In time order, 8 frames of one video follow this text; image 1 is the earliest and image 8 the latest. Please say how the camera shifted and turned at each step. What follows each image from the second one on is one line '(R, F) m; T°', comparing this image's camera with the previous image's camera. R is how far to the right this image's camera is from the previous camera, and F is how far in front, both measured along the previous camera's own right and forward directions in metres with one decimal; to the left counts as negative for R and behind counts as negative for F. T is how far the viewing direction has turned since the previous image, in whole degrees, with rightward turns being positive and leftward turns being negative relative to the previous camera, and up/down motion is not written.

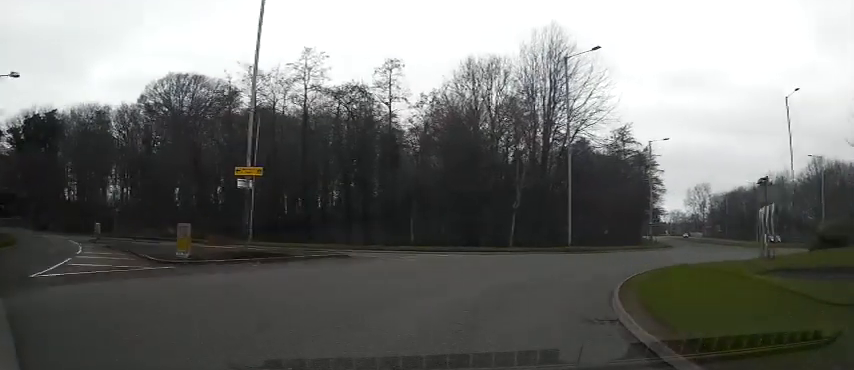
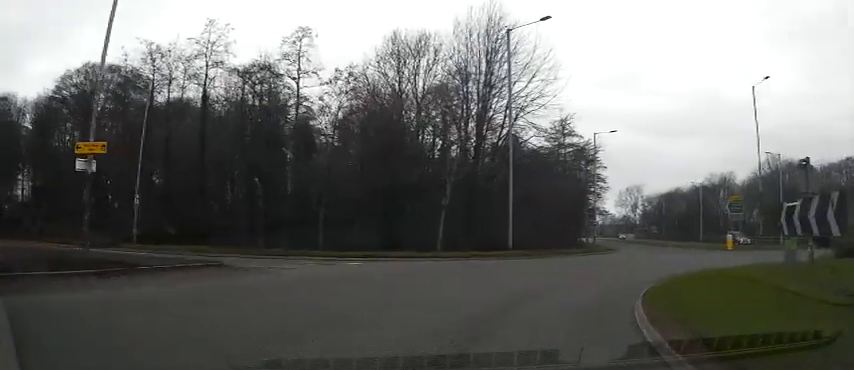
(+0.4, +5.0) m; +10°
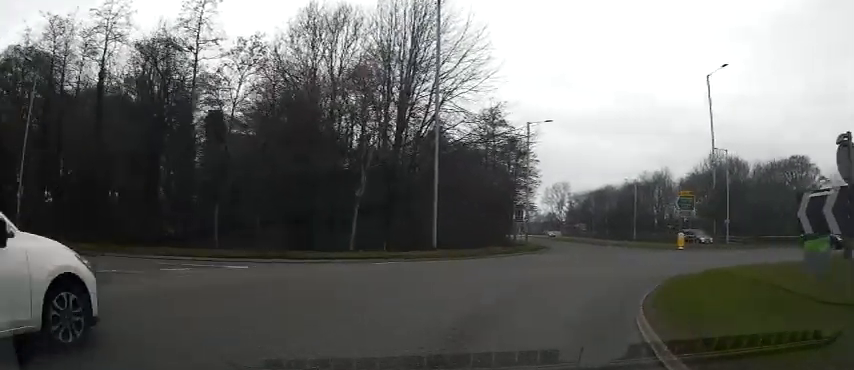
(+0.4, +3.6) m; +8°
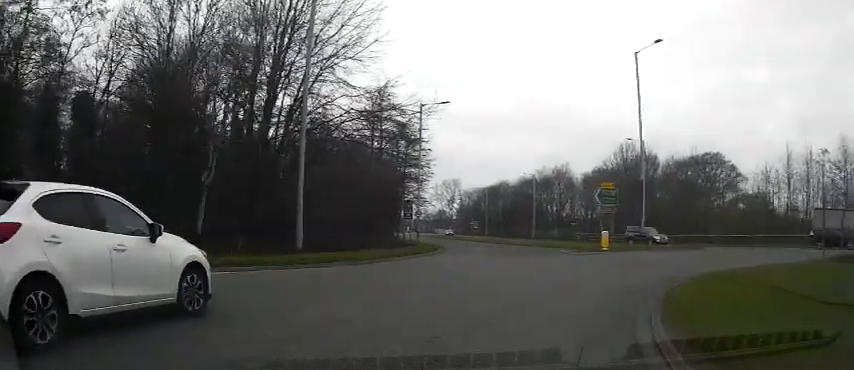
(+0.2, +5.3) m; +12°
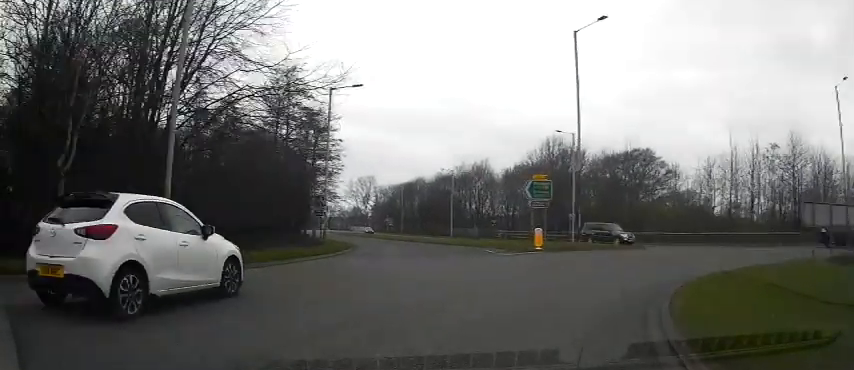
(+0.6, +3.5) m; +11°
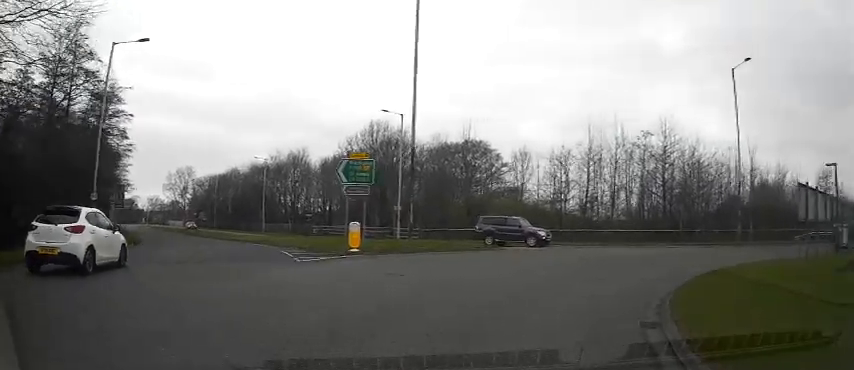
(+1.3, +6.8) m; +22°
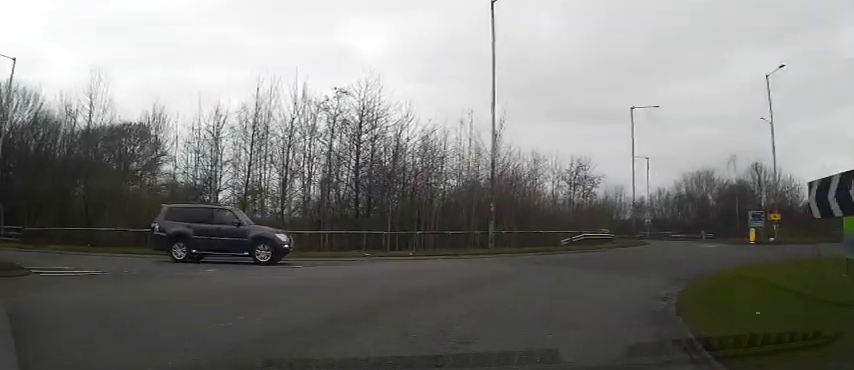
(+4.6, +12.6) m; +40°
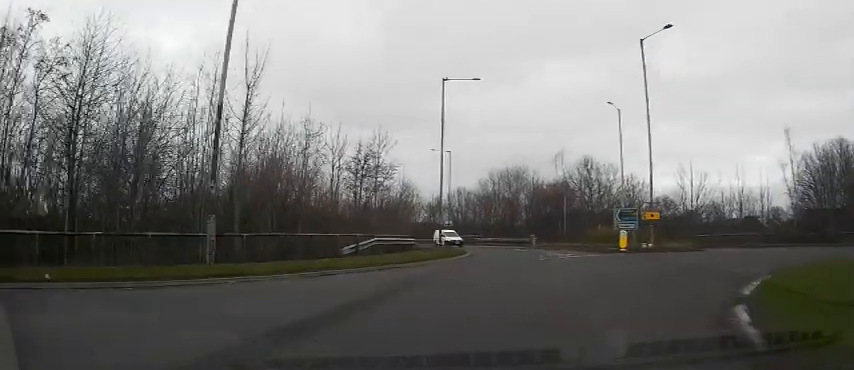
(+2.3, +10.9) m; +17°
